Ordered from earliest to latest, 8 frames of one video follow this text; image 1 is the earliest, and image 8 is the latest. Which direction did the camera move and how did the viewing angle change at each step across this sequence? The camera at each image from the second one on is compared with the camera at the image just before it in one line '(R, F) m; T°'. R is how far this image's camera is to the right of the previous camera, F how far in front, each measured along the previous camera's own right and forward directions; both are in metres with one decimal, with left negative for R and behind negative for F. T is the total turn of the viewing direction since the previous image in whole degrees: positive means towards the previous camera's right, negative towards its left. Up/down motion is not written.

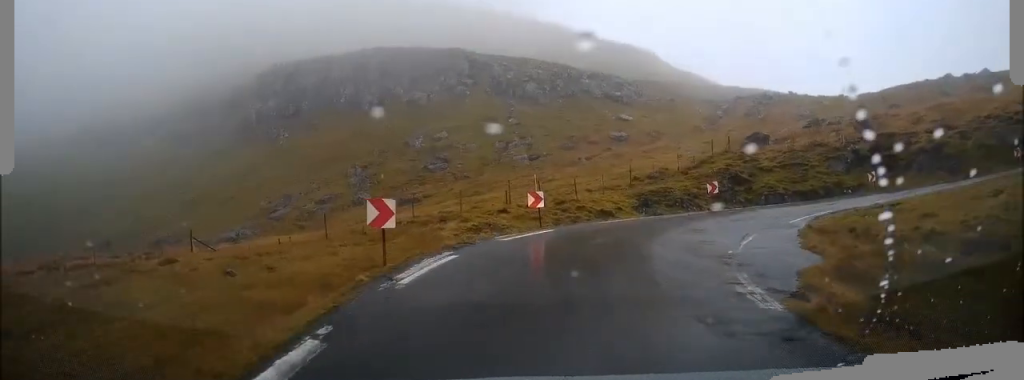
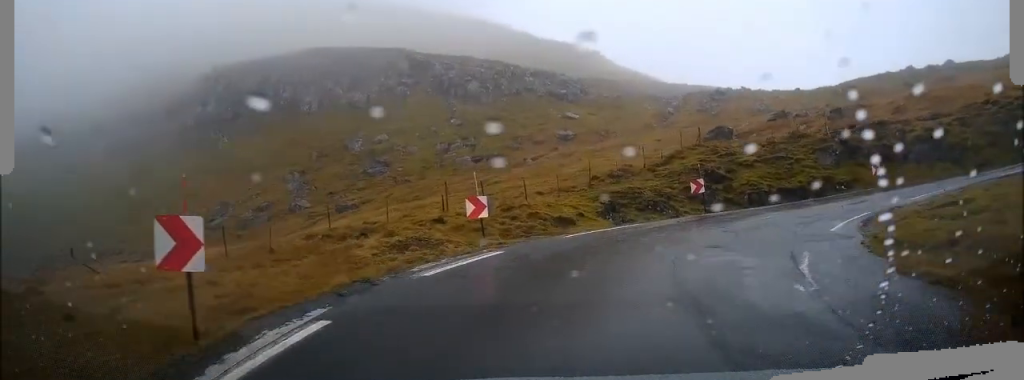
(-0.3, +5.5) m; -2°
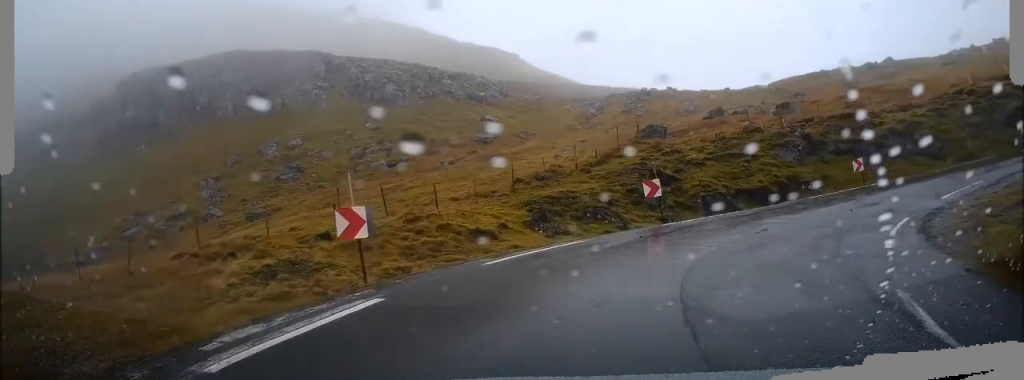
(+0.1, +4.7) m; +5°
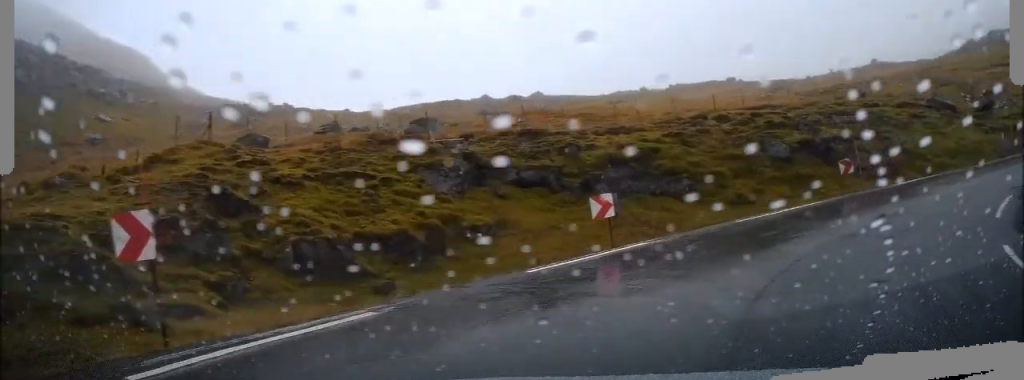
(+2.7, +11.5) m; +28°
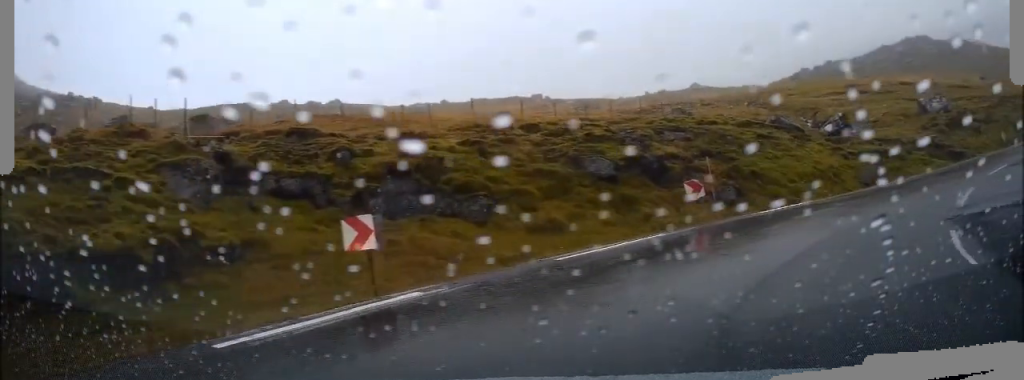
(+0.4, +4.0) m; +8°
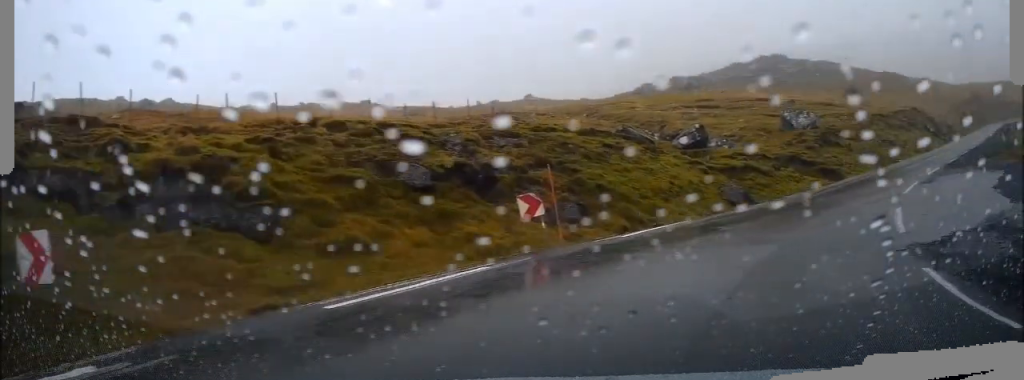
(+0.2, +3.3) m; +12°
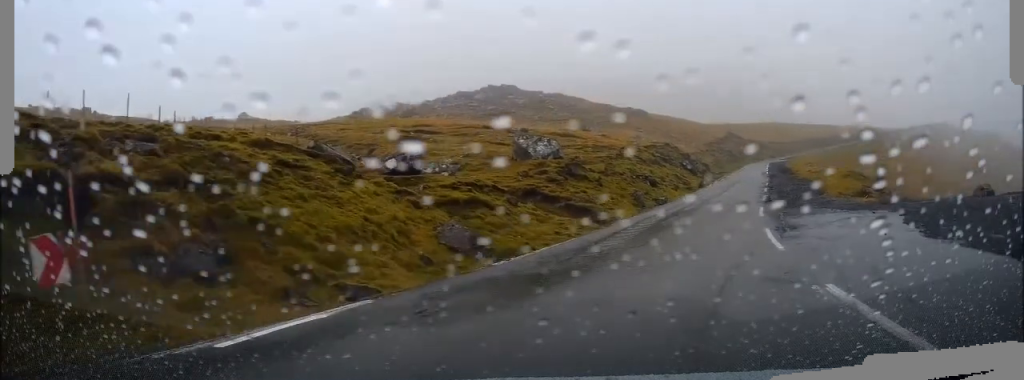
(+1.9, +5.9) m; +40°
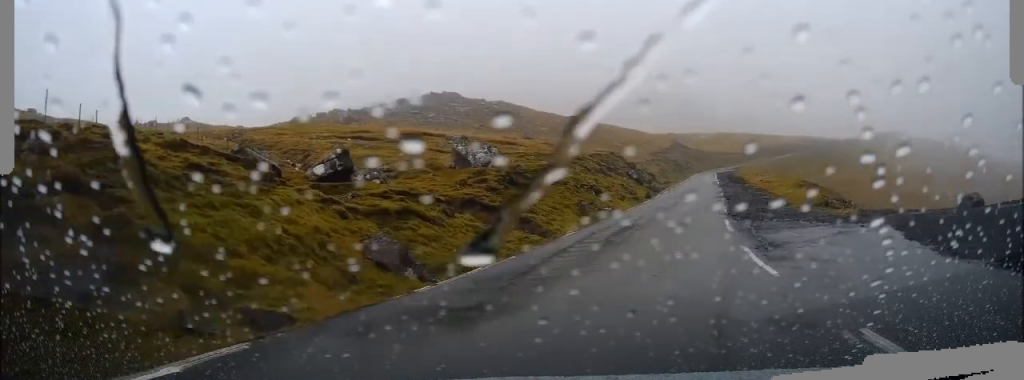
(+0.2, +2.1) m; +10°
